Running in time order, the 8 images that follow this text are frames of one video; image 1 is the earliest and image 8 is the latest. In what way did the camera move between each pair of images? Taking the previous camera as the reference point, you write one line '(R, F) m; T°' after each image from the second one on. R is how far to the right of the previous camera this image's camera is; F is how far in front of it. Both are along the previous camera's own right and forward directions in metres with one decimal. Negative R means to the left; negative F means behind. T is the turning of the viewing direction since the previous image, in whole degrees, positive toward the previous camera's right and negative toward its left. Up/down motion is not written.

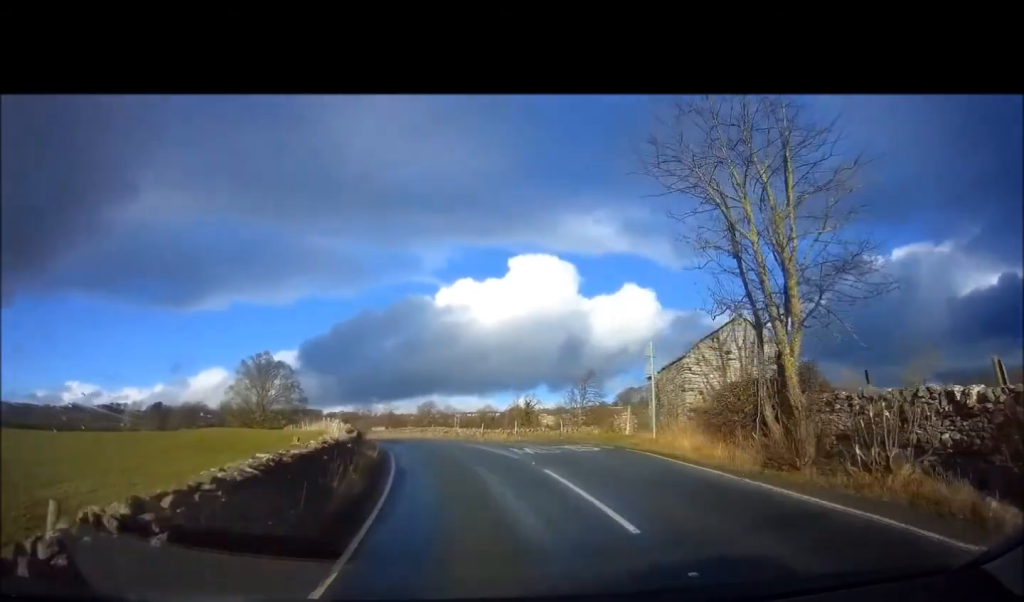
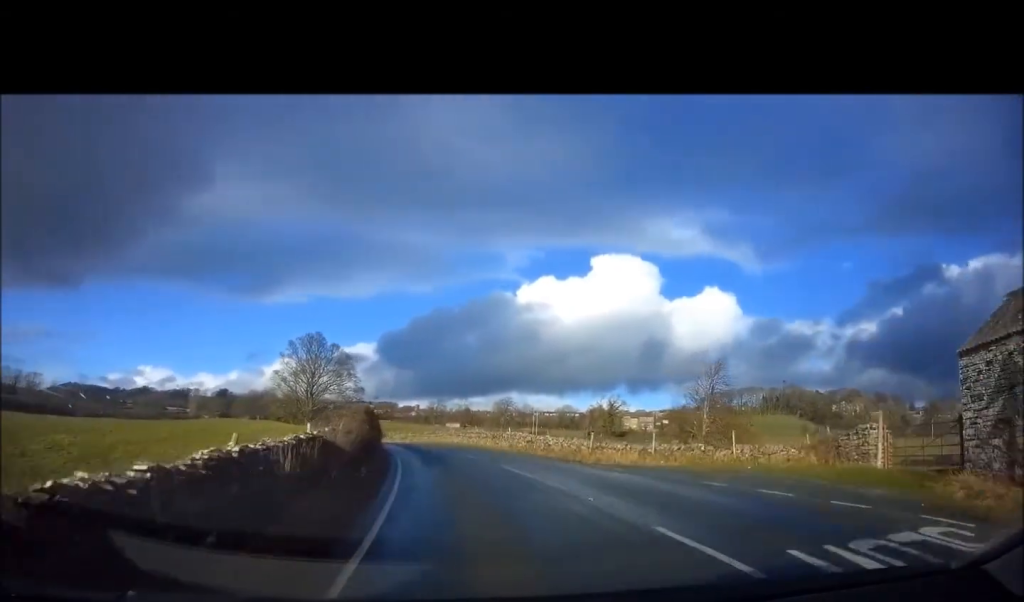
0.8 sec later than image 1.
(-0.9, +13.4) m; -7°
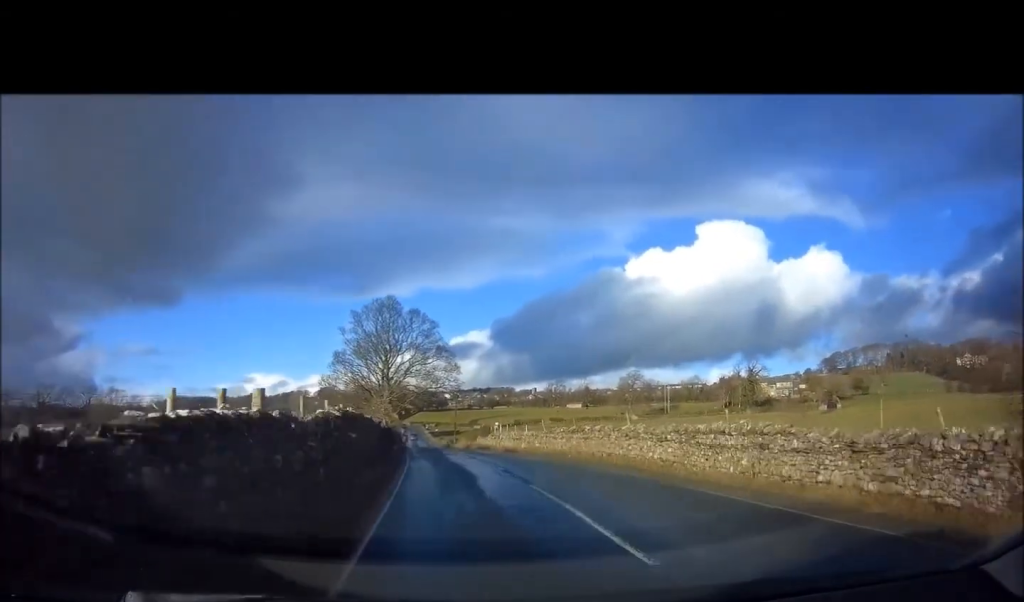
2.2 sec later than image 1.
(-2.5, +23.0) m; -11°
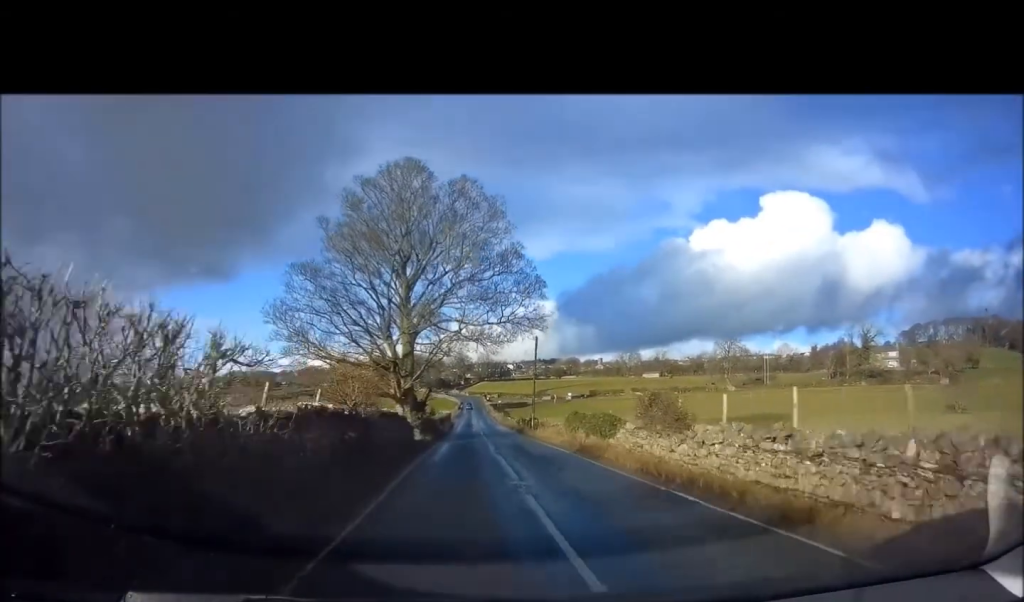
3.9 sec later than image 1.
(-2.5, +29.3) m; -7°
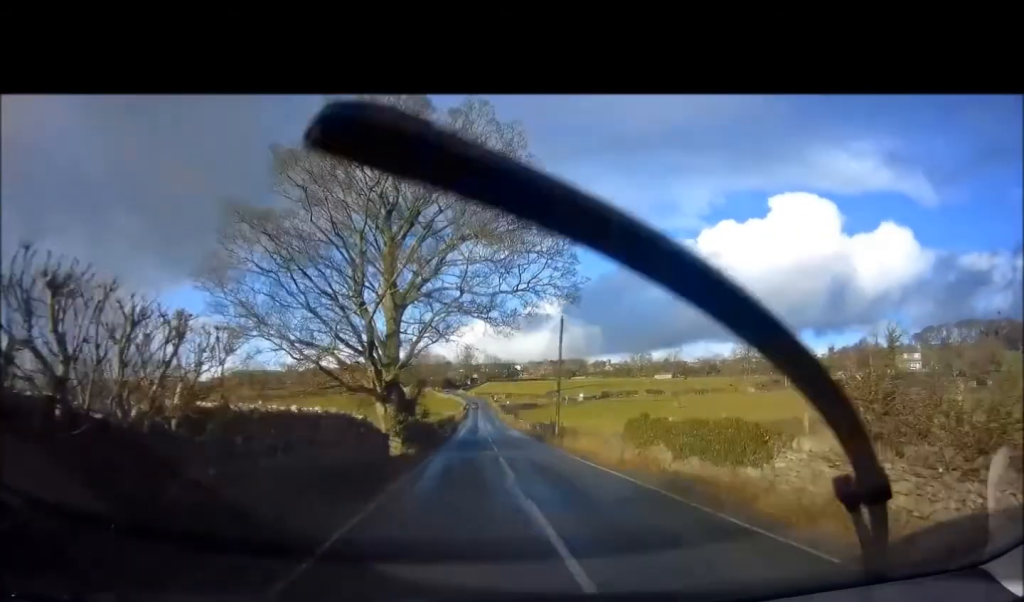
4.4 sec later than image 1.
(0.0, +8.5) m; 0°
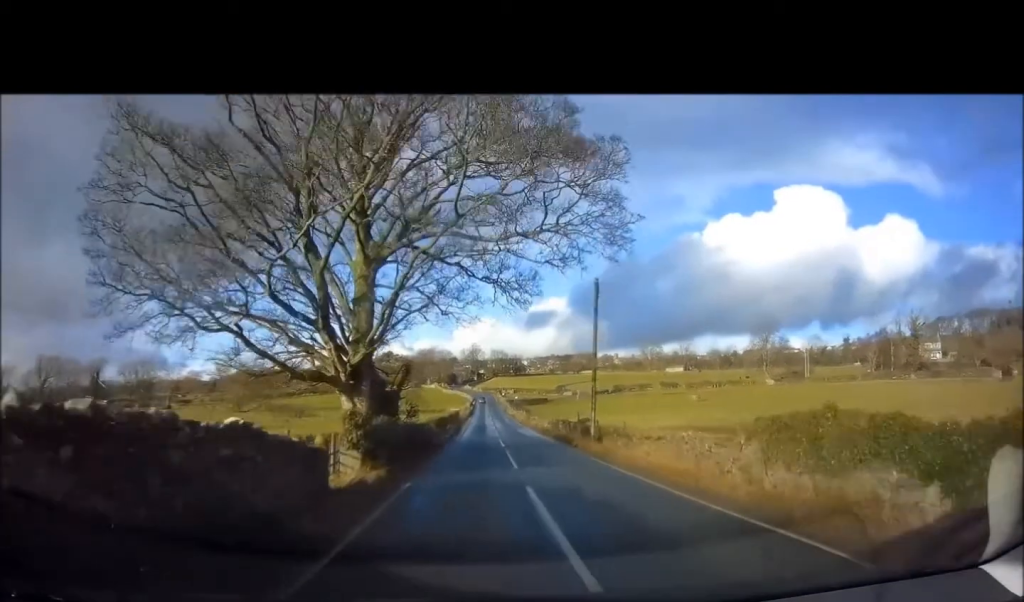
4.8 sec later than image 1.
(0.0, +7.3) m; 0°
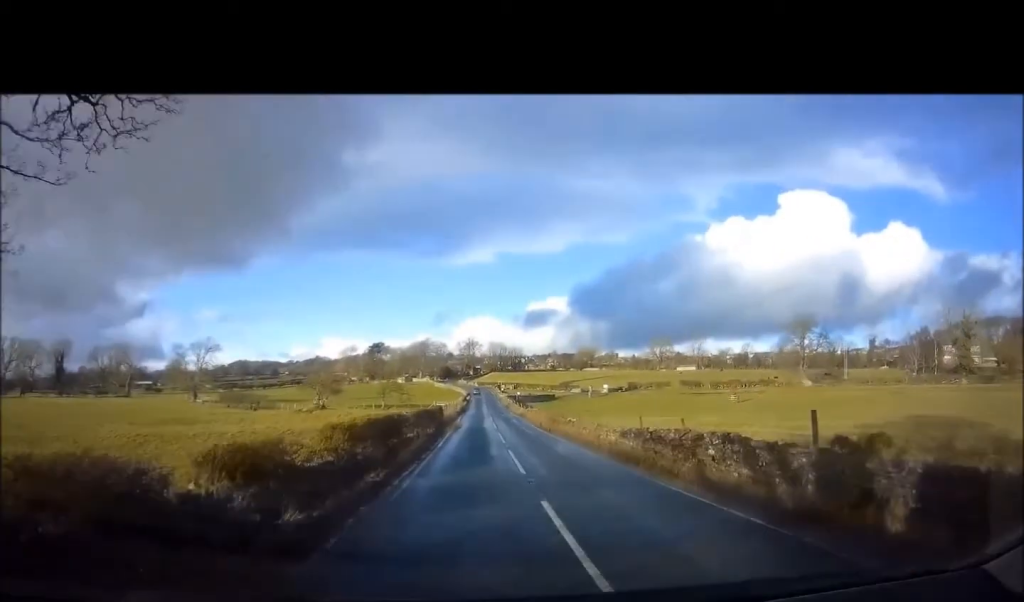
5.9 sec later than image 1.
(-0.1, +19.9) m; 0°
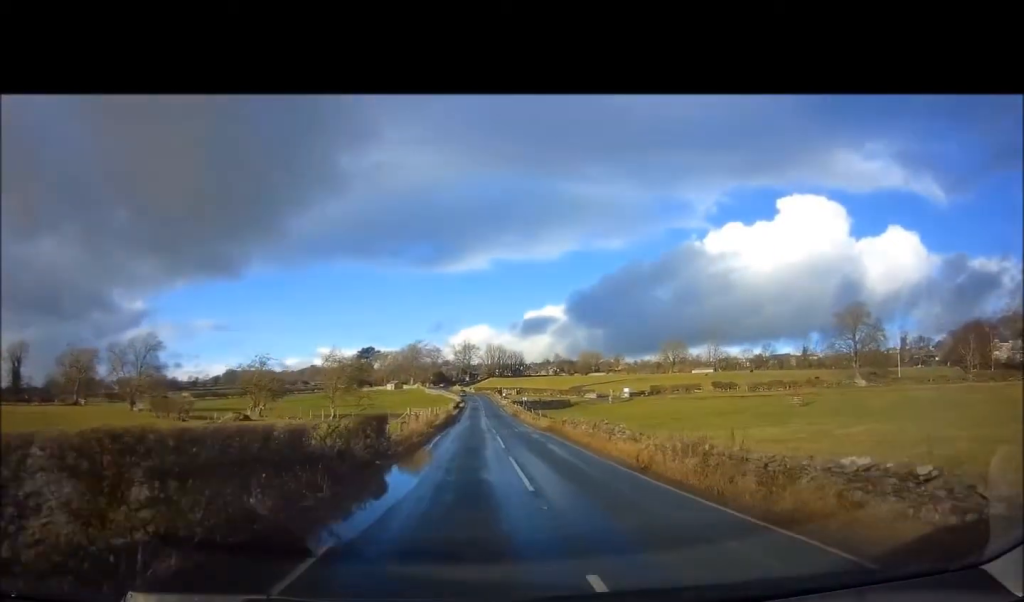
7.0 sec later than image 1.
(+0.1, +21.7) m; 0°
